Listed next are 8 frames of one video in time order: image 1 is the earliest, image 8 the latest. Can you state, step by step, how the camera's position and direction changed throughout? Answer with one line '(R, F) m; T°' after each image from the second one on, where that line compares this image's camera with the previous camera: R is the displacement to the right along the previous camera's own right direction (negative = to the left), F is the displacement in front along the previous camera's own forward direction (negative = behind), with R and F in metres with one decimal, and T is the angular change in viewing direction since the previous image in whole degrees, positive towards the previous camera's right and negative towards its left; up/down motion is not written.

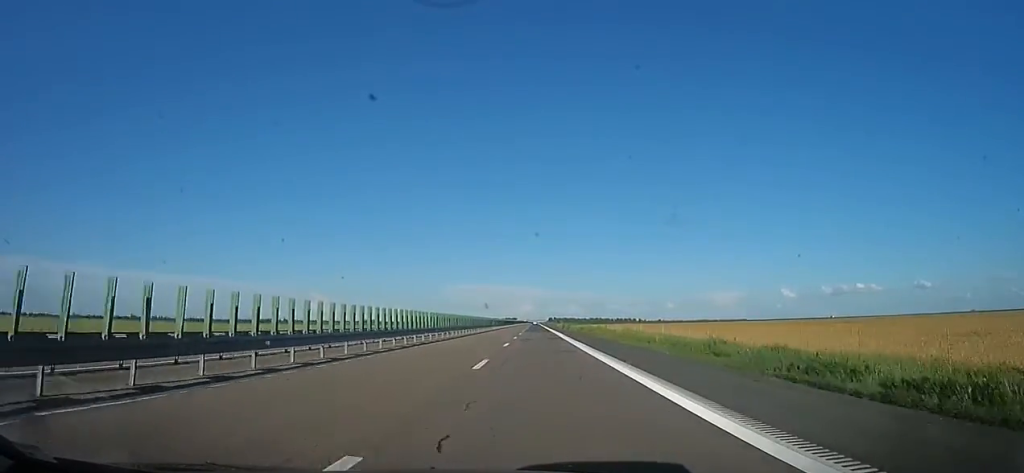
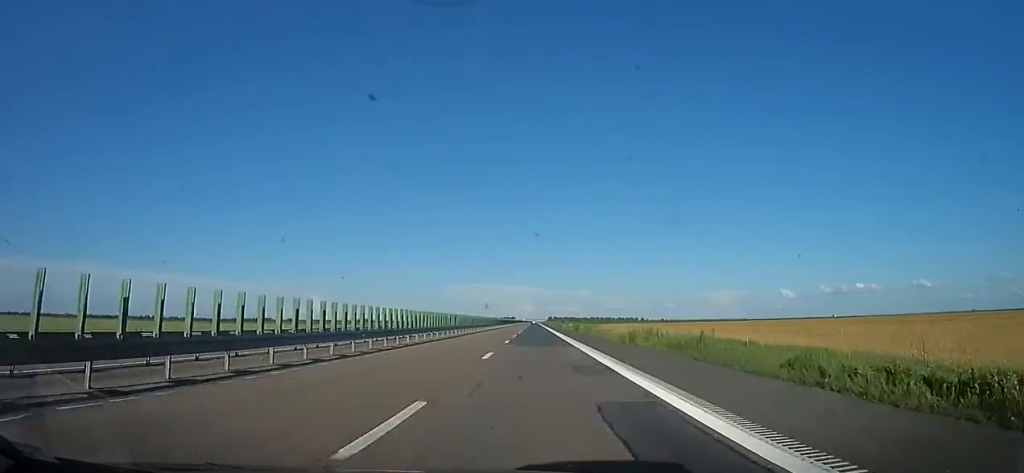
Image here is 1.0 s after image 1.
(+0.1, +32.9) m; 0°
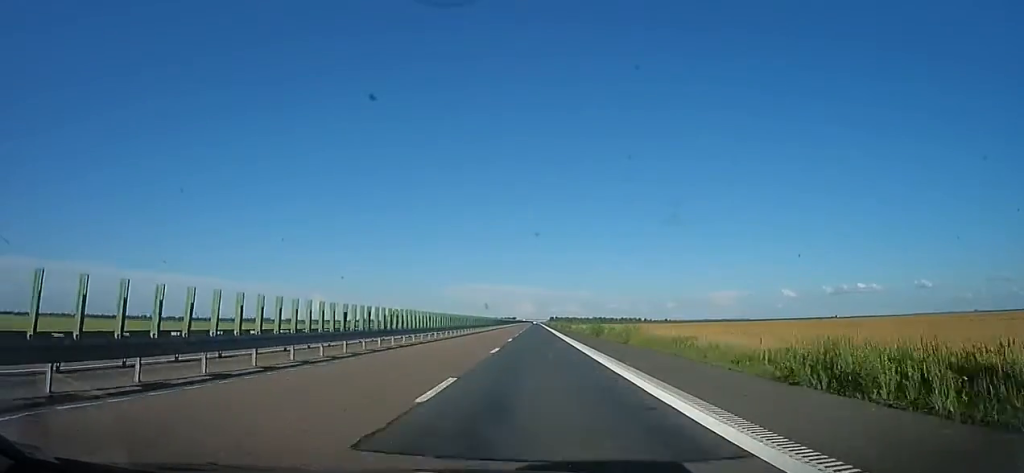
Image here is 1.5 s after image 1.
(+0.5, +20.8) m; 0°
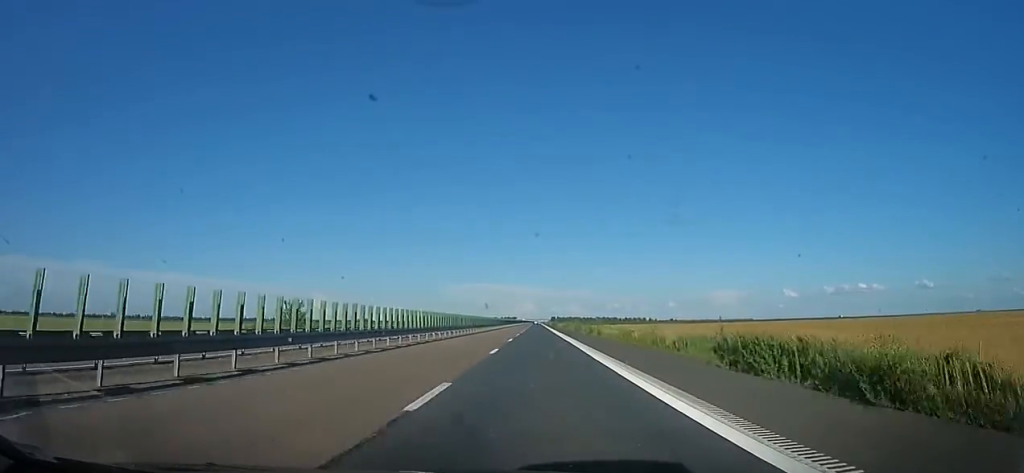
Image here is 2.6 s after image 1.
(-1.0, +37.0) m; 0°
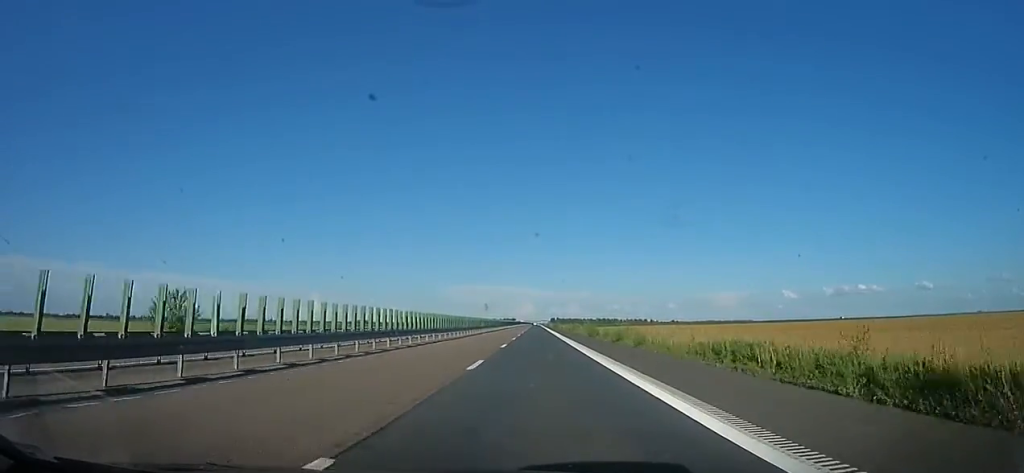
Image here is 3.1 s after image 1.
(+0.8, +17.8) m; 0°
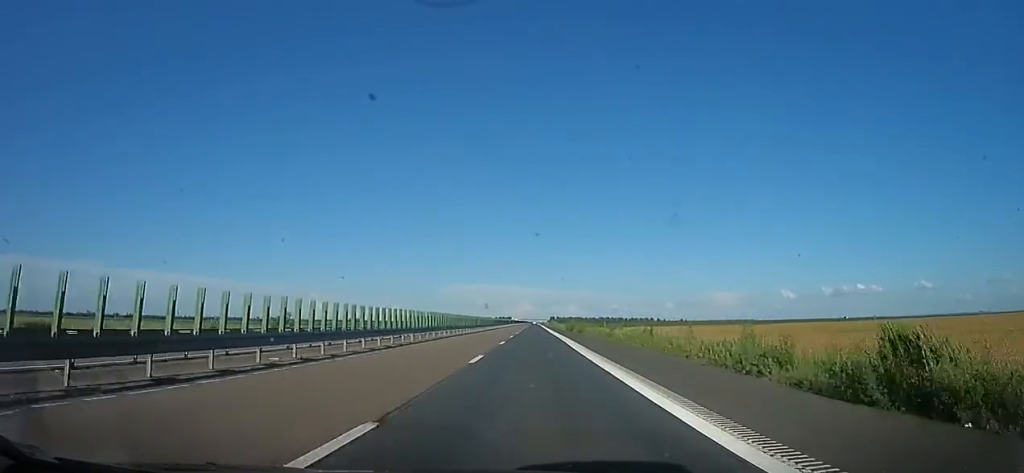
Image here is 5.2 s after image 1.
(+0.1, +70.3) m; 0°
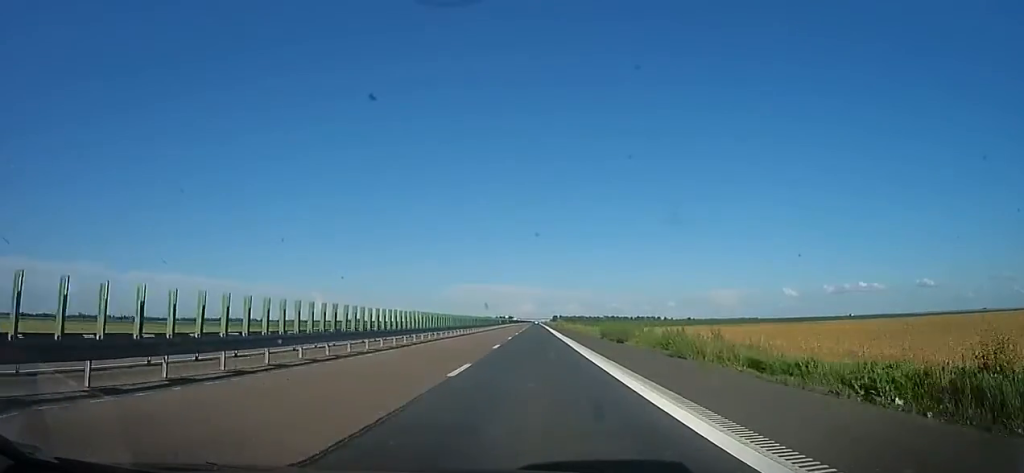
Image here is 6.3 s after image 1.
(-1.0, +39.9) m; 0°
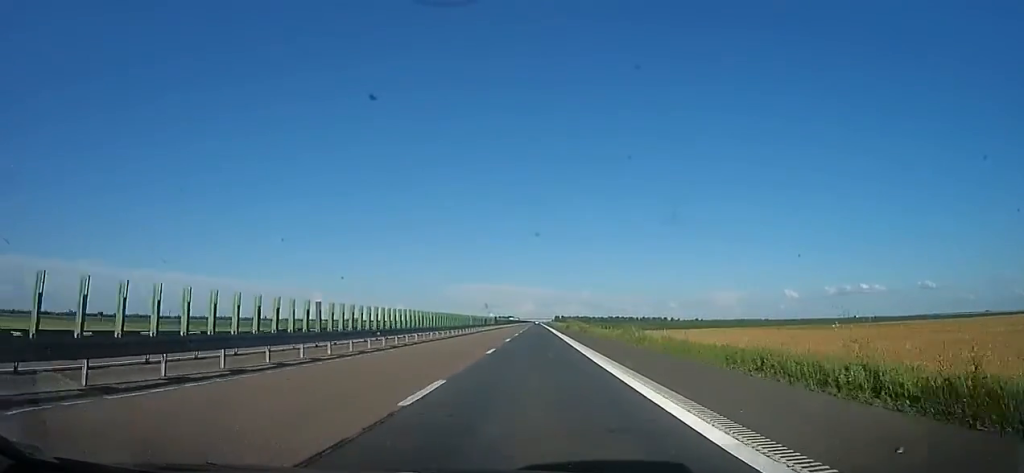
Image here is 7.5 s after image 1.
(+1.4, +39.9) m; 0°
